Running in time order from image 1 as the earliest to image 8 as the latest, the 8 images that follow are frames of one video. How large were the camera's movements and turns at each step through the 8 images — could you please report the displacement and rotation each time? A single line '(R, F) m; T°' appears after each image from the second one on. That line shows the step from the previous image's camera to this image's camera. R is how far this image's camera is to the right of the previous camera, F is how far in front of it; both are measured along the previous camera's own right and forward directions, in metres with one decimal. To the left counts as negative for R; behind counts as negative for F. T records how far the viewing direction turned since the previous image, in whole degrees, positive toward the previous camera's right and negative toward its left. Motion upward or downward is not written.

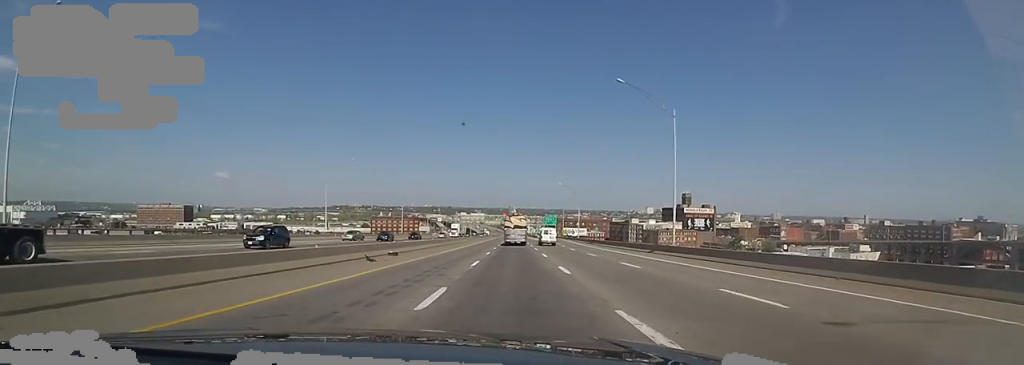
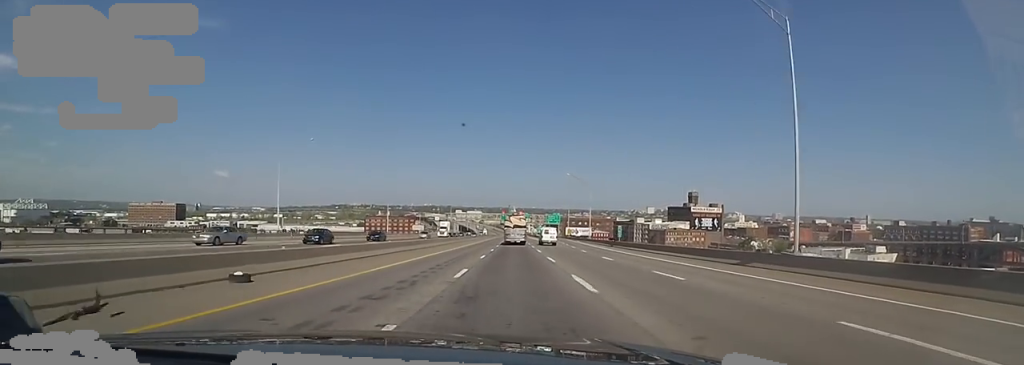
(+0.1, +17.4) m; 0°
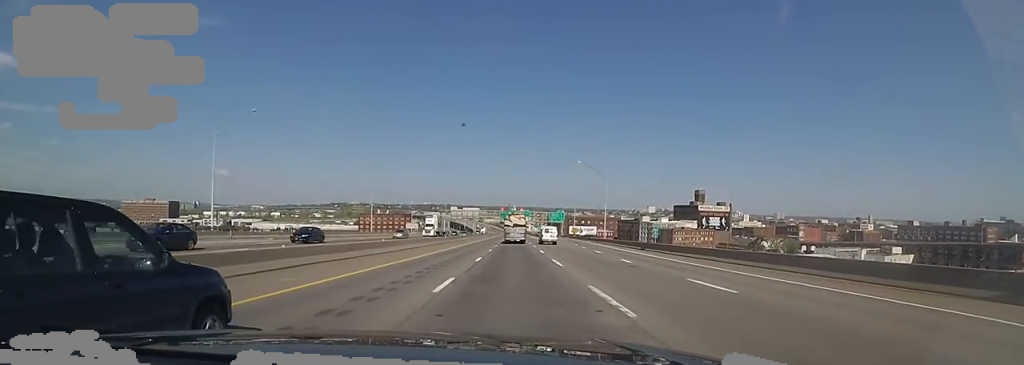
(-0.2, +15.7) m; -1°
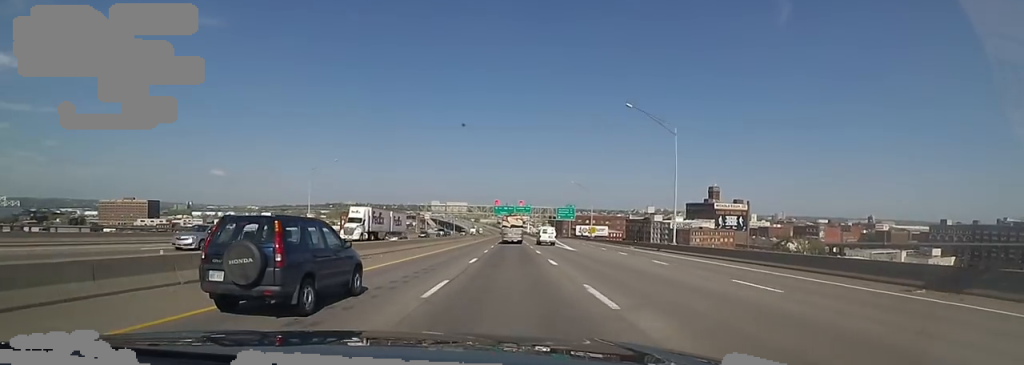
(-0.2, +36.7) m; -1°
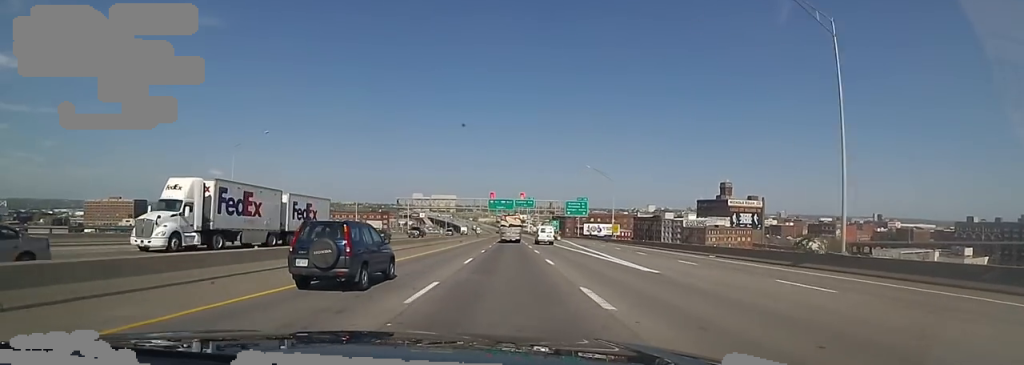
(-0.4, +25.1) m; +2°
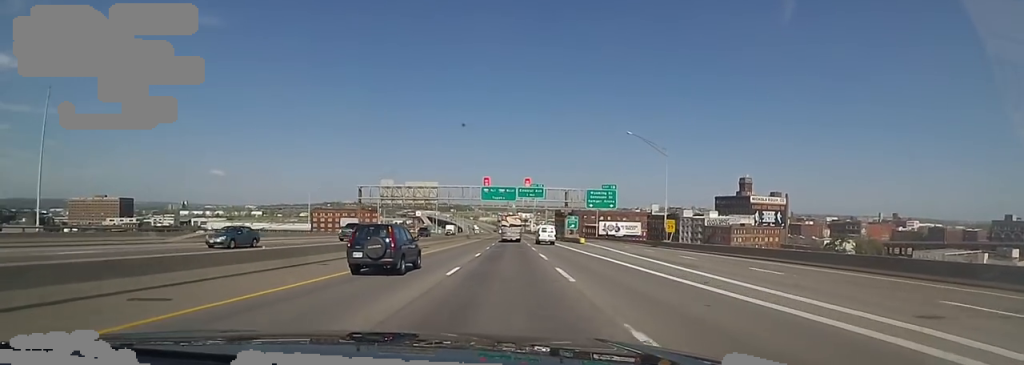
(+1.7, +30.0) m; +1°
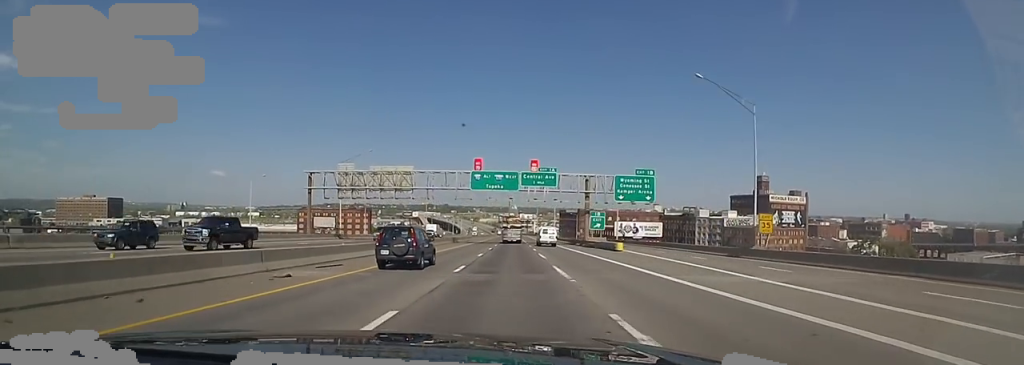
(-1.0, +22.4) m; -3°
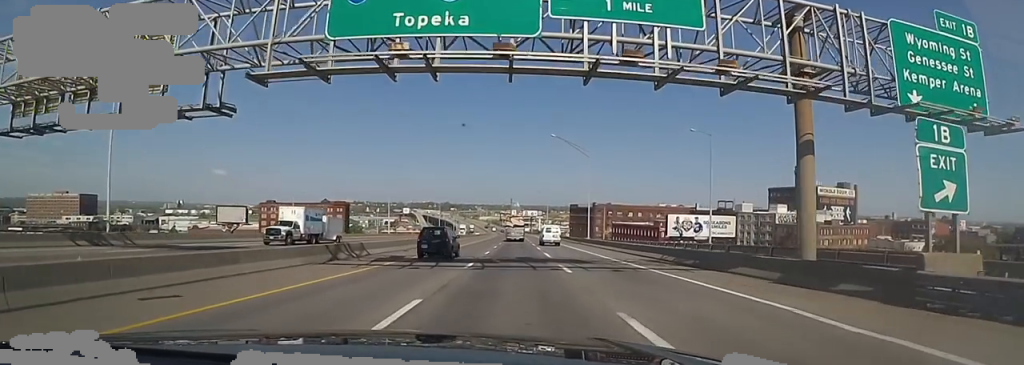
(-1.2, +47.0) m; -1°
